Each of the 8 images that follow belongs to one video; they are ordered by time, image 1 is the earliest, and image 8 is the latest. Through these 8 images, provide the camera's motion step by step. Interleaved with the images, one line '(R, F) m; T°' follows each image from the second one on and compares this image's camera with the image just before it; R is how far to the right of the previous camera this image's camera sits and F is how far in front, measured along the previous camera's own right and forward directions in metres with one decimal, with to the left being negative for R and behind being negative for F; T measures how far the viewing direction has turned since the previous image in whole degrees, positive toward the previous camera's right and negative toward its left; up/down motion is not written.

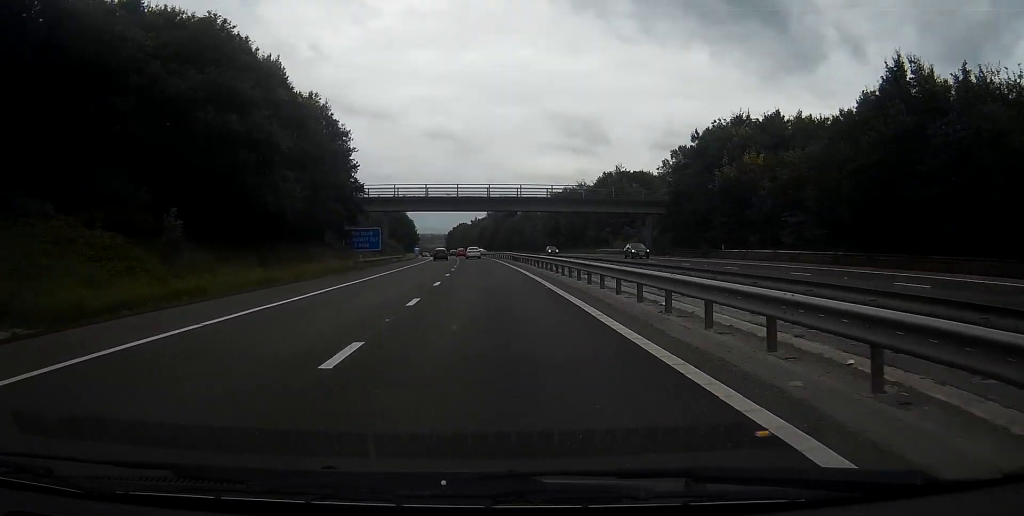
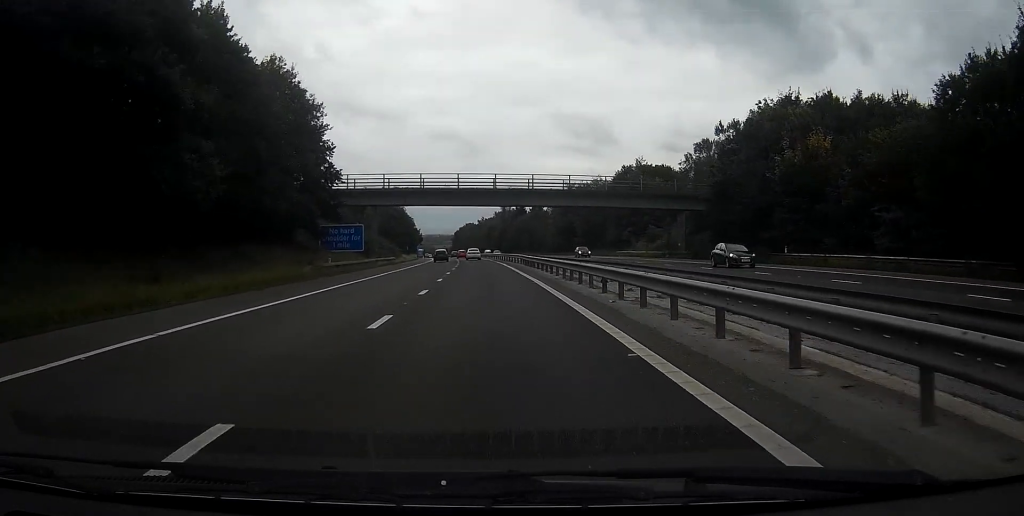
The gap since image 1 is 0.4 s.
(-0.1, +13.6) m; -1°
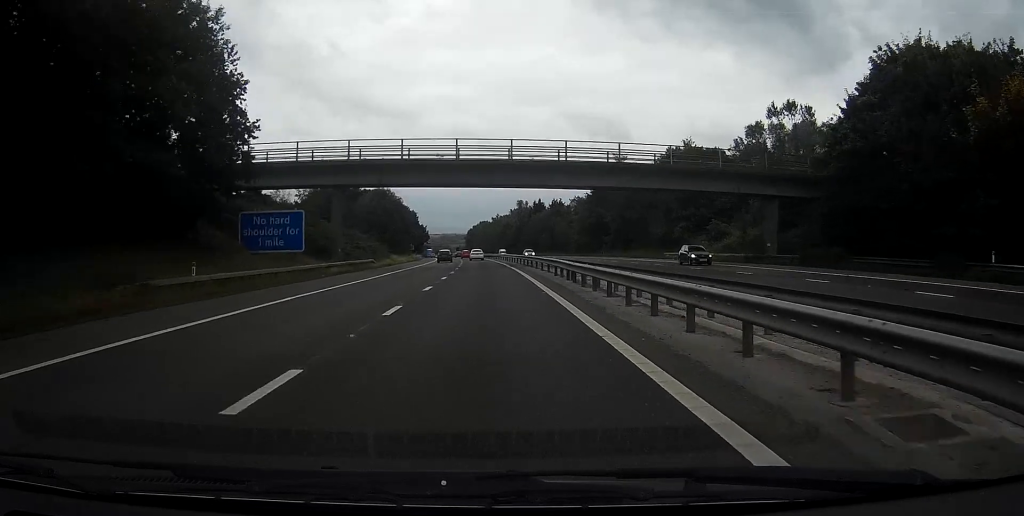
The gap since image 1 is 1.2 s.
(-0.1, +23.9) m; -1°
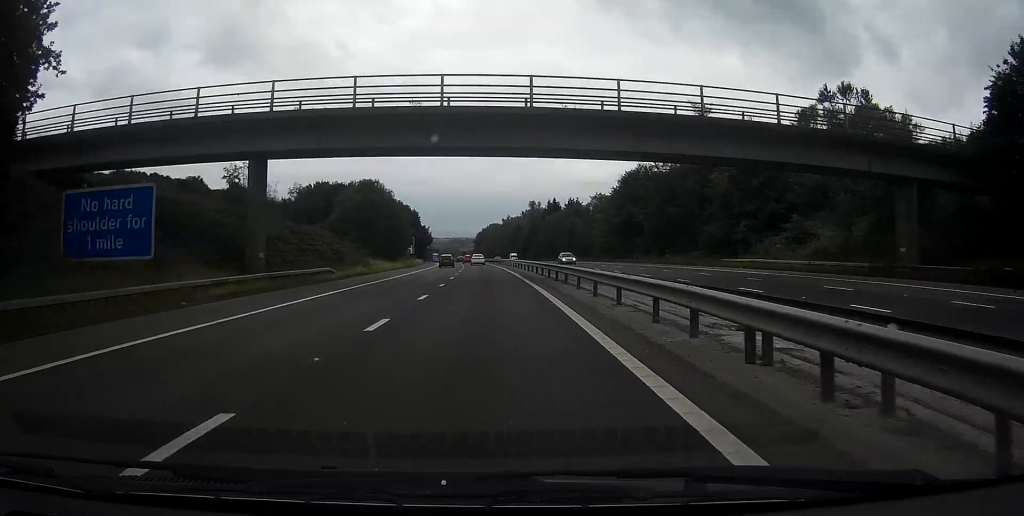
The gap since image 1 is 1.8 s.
(-0.2, +19.7) m; -1°
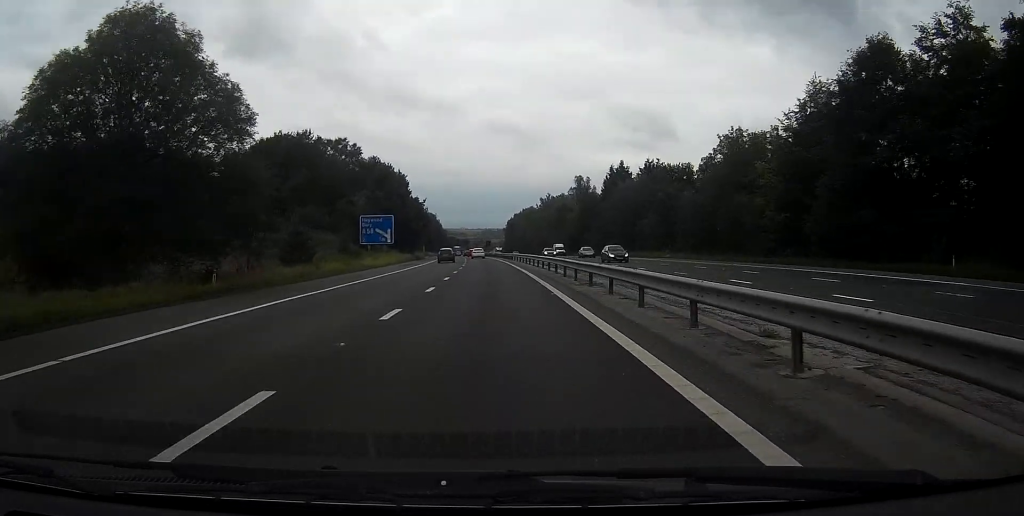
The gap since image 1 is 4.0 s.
(-1.1, +69.4) m; -3°
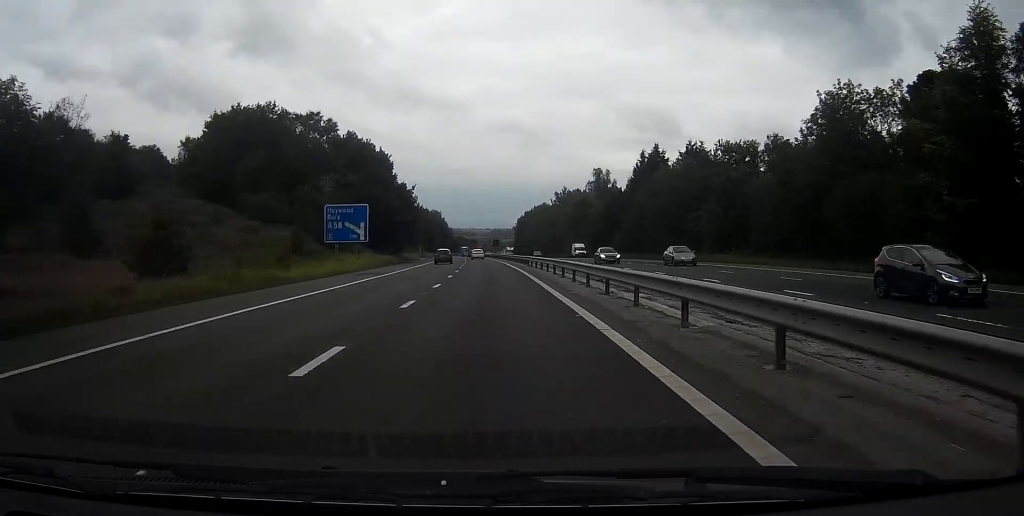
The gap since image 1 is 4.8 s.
(-0.3, +23.5) m; -1°
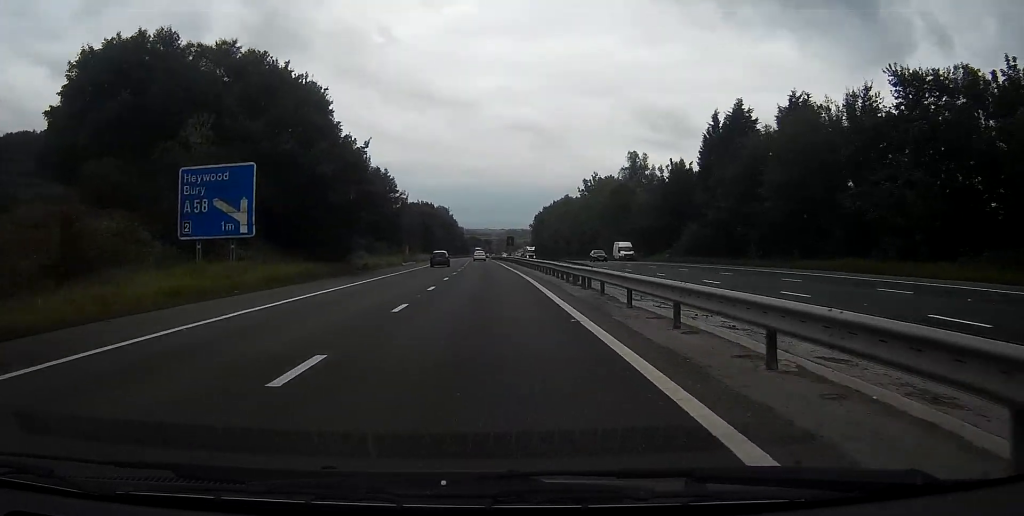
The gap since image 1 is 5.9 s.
(-0.5, +36.2) m; -1°
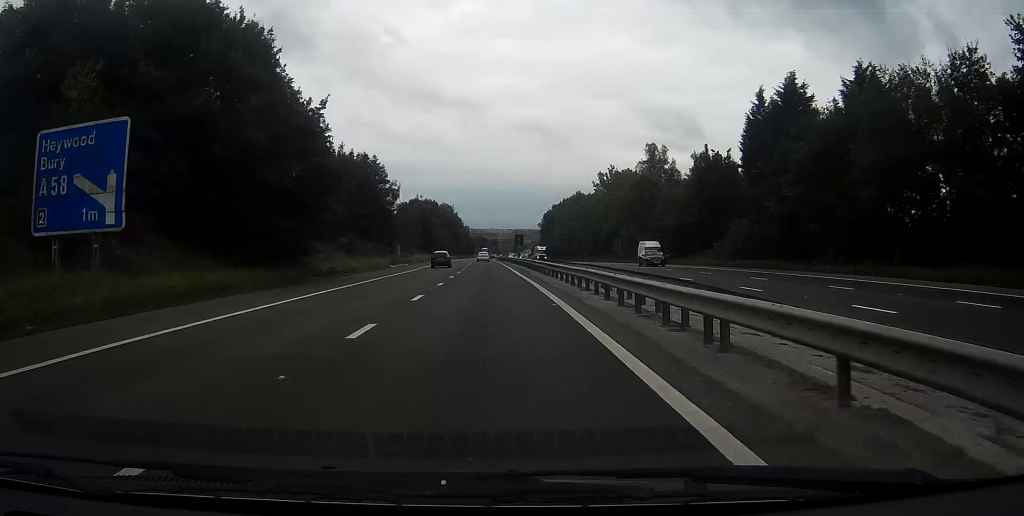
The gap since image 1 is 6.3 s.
(0.0, +13.8) m; 0°
